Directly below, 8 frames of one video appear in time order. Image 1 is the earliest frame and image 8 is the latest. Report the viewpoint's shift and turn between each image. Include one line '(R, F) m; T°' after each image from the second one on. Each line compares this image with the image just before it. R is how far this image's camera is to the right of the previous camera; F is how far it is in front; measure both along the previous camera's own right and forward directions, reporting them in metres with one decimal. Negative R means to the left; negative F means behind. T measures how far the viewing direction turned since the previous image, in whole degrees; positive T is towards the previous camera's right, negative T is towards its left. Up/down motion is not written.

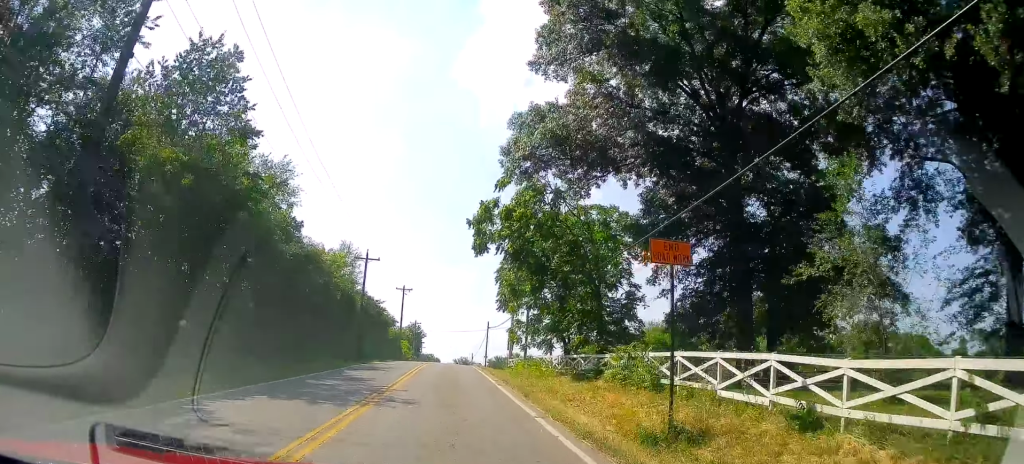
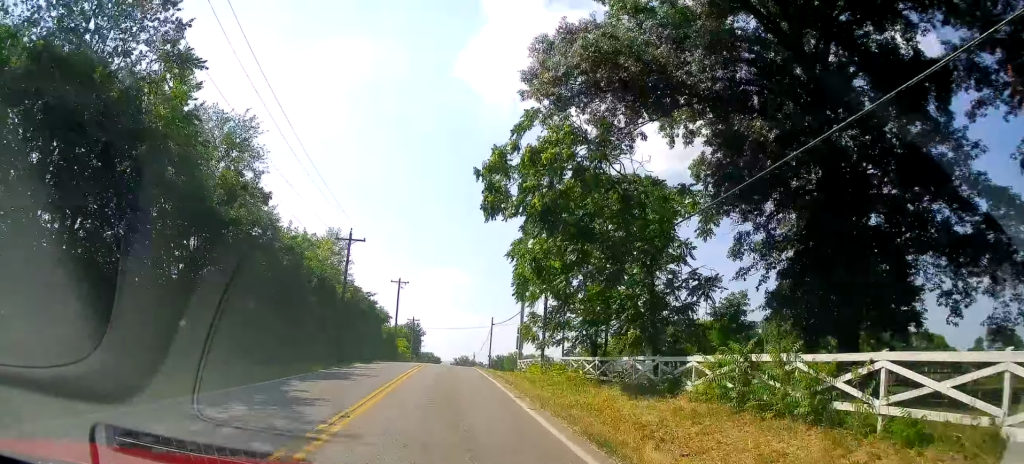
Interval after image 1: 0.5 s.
(+0.4, +5.0) m; 0°
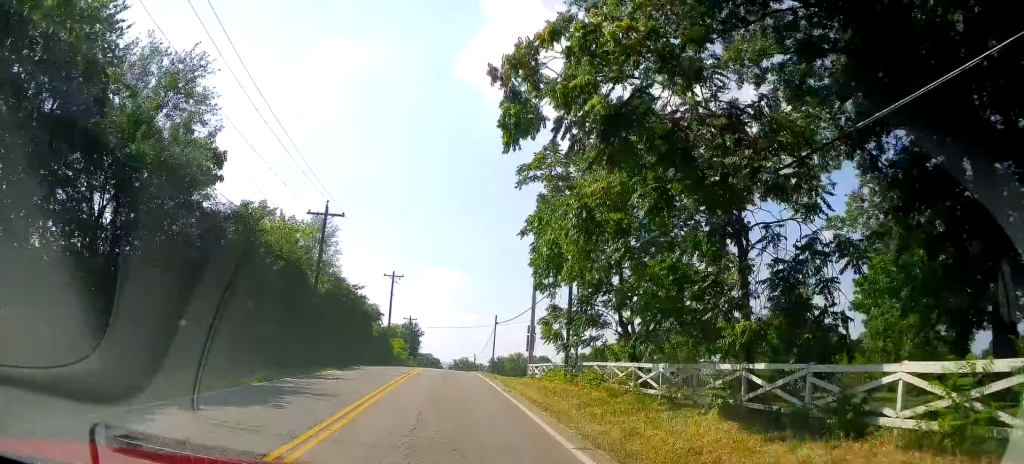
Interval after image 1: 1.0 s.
(-0.5, +5.0) m; -1°
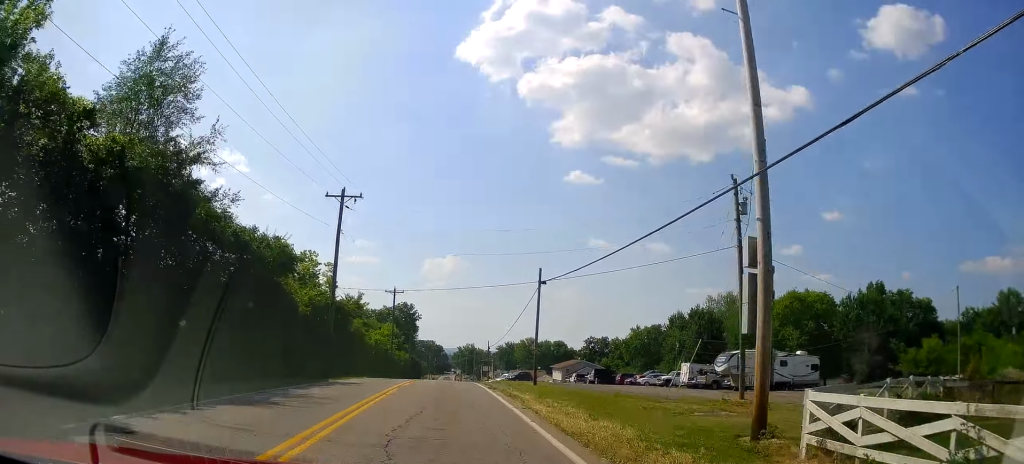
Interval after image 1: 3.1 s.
(+2.2, +24.8) m; +14°
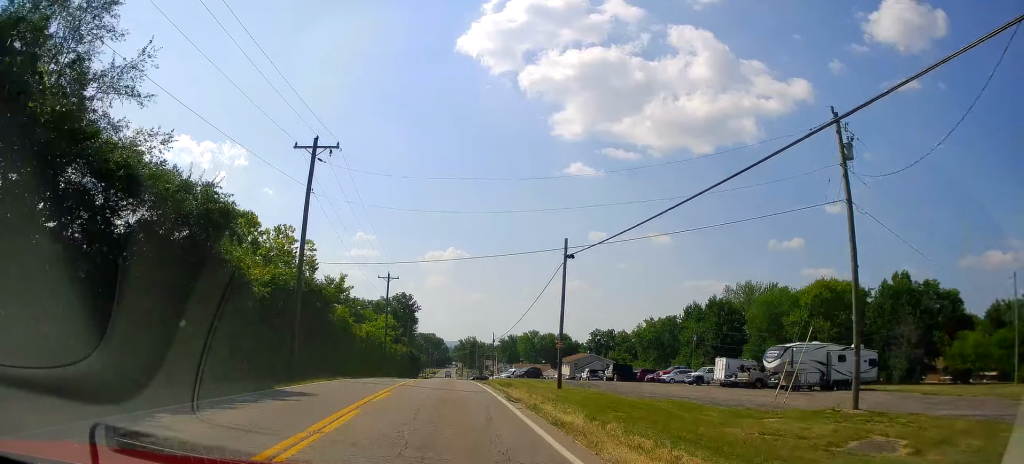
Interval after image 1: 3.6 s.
(+0.3, +6.6) m; +3°
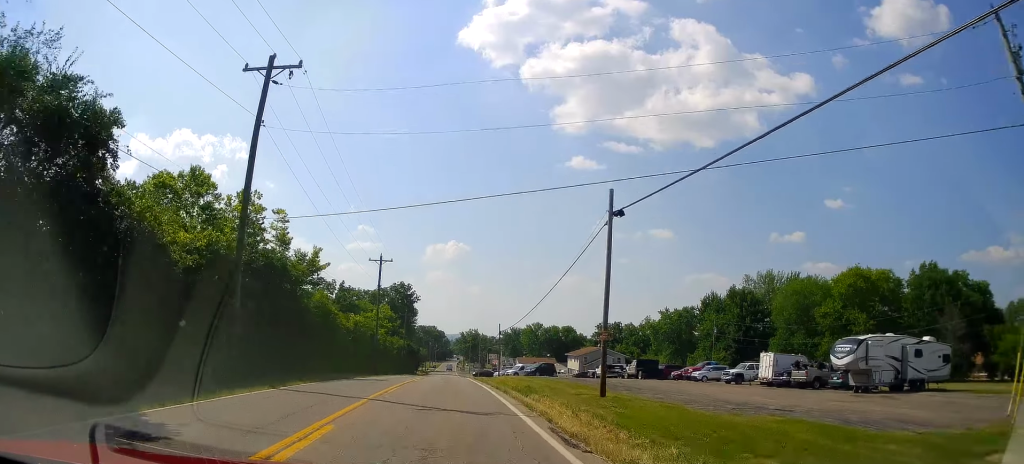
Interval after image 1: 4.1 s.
(0.0, +6.8) m; 0°
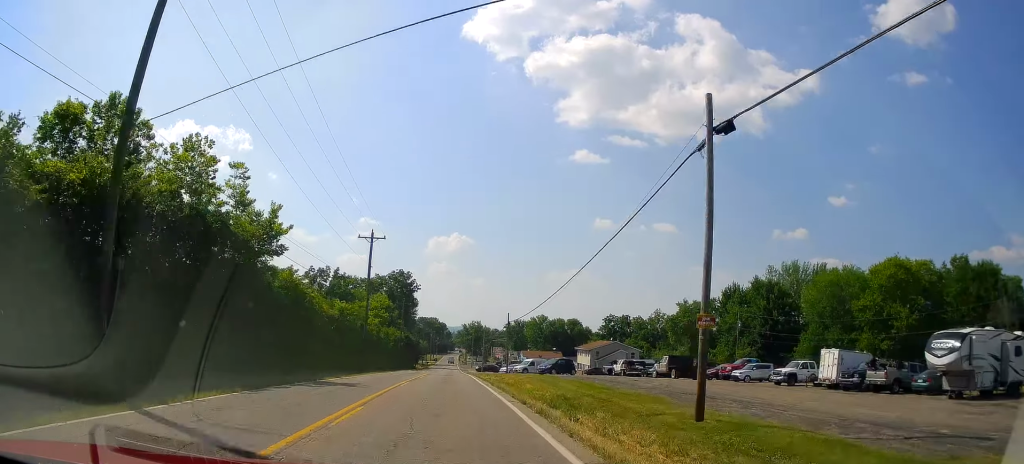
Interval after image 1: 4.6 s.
(0.0, +6.7) m; -1°
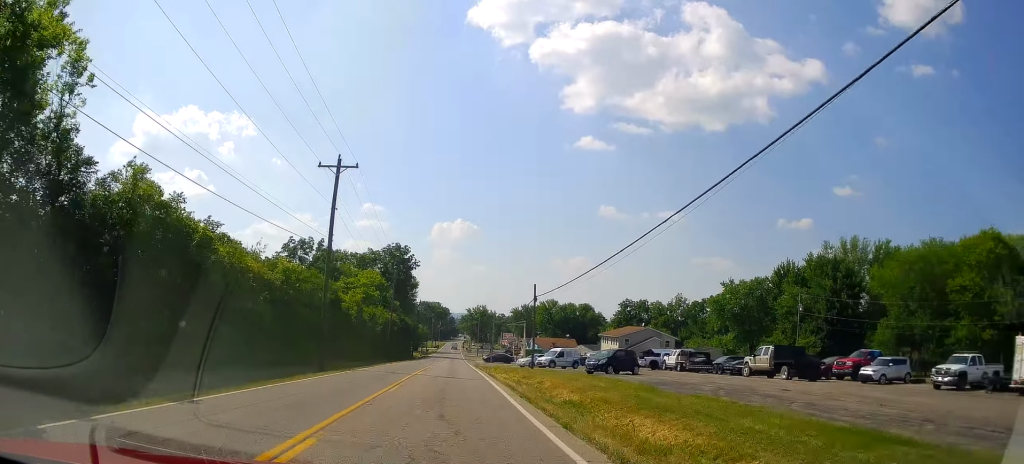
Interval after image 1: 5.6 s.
(-0.1, +13.3) m; -6°
